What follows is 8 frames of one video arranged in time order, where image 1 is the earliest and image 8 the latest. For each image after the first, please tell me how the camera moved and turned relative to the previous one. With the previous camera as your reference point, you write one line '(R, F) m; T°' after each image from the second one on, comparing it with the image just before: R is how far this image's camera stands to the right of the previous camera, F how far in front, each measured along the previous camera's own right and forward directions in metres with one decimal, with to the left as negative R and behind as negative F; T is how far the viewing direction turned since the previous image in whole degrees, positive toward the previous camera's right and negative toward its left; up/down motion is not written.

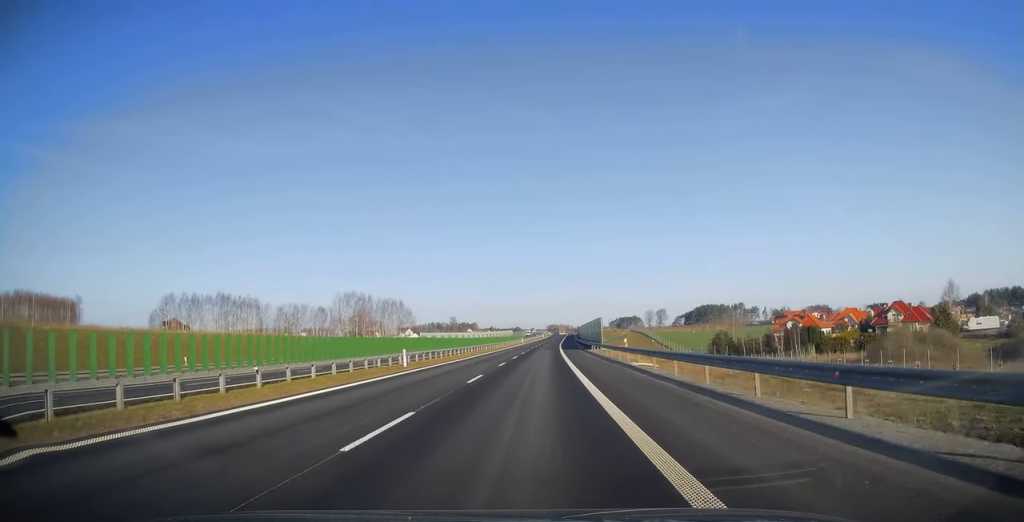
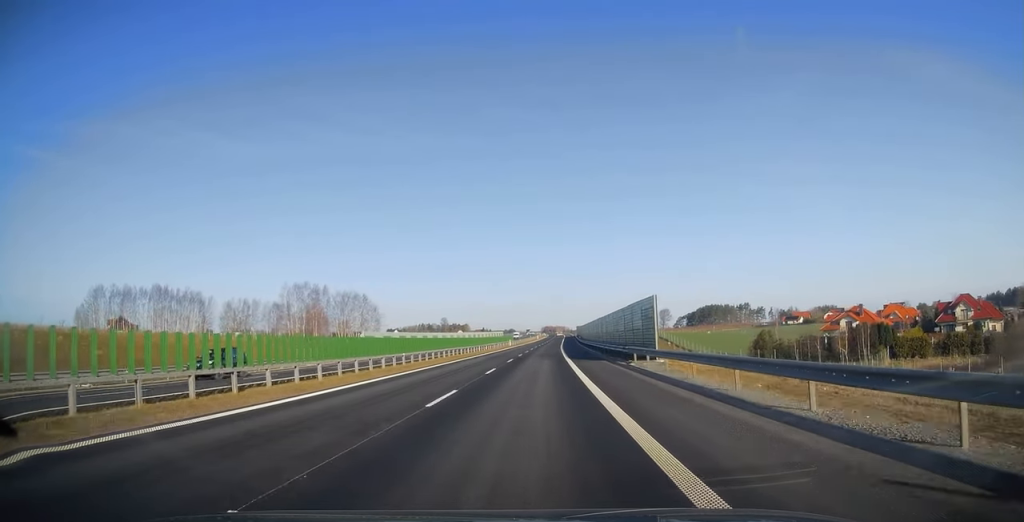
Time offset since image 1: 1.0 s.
(0.0, +30.6) m; +1°
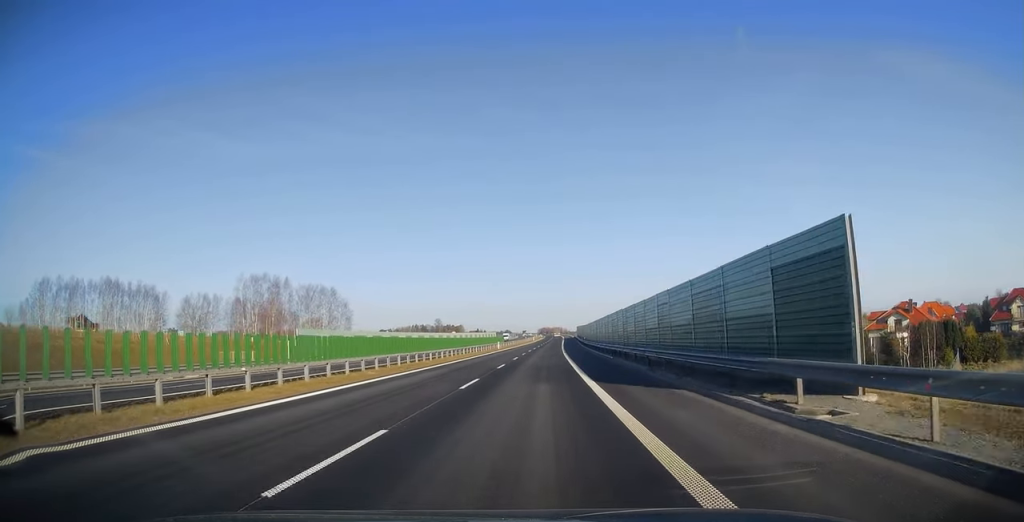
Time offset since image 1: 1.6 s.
(+0.3, +19.4) m; 0°
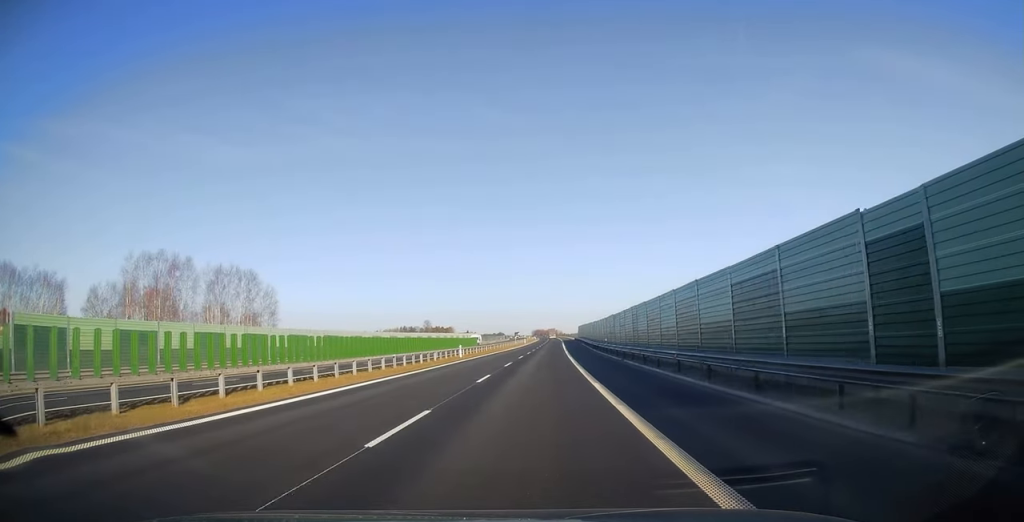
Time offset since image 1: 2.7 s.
(-0.1, +33.1) m; 0°
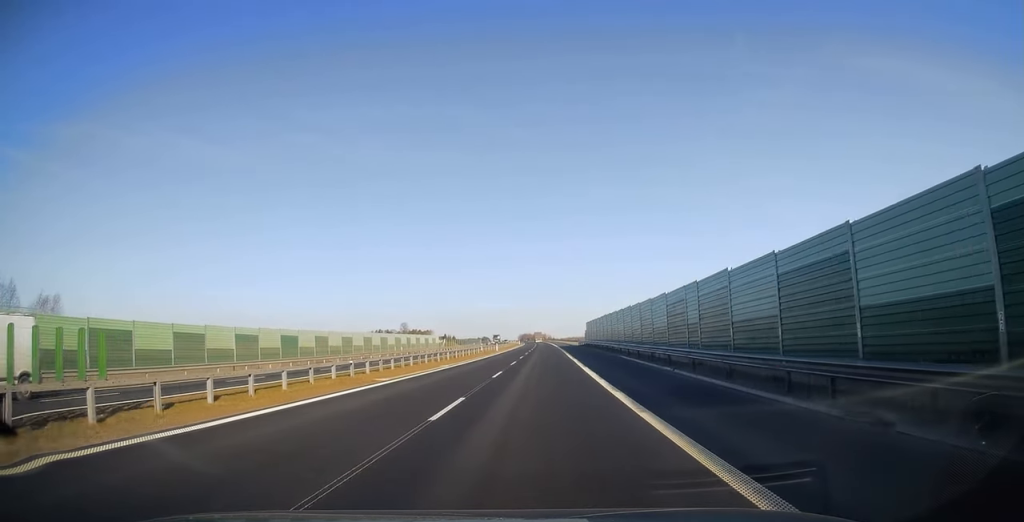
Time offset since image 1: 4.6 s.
(+0.7, +57.1) m; +1°
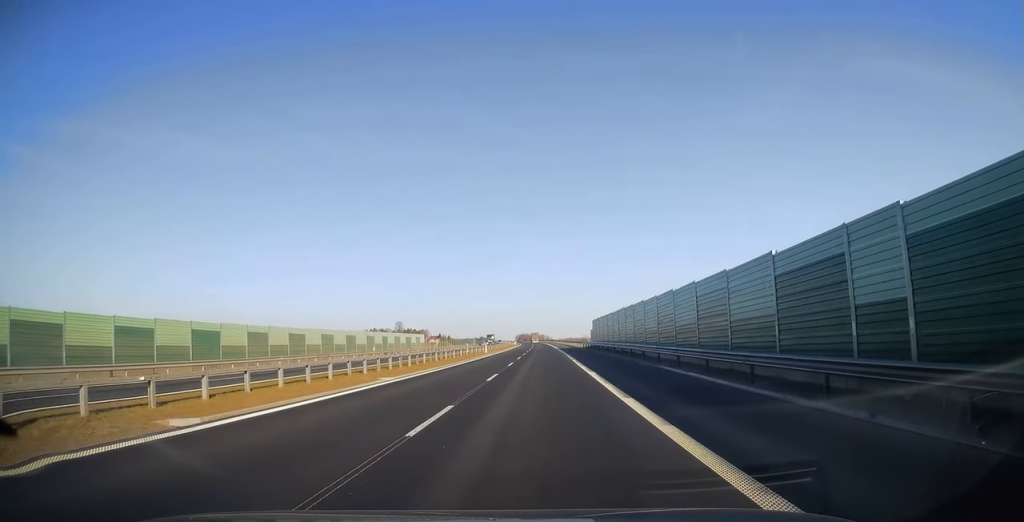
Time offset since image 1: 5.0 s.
(0.0, +13.7) m; 0°
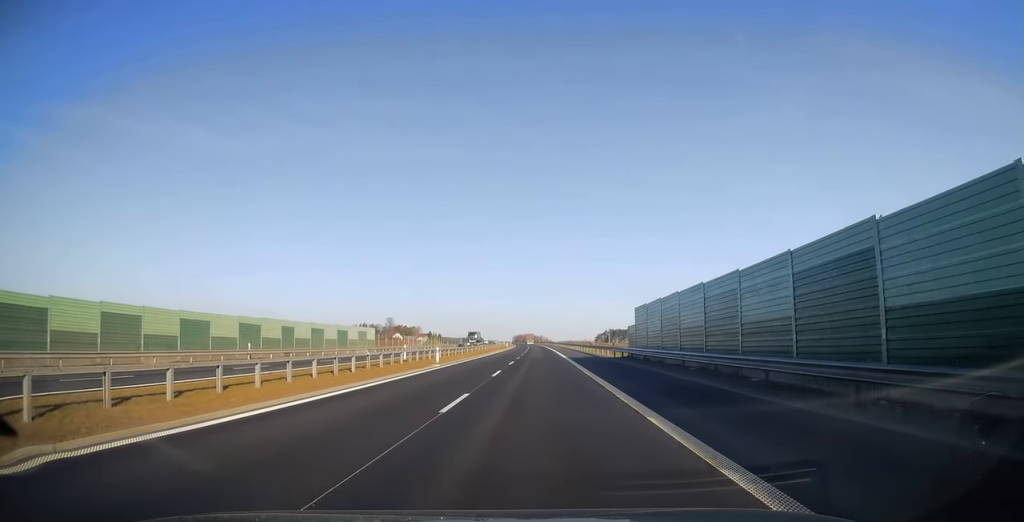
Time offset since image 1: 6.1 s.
(+0.1, +32.9) m; +1°
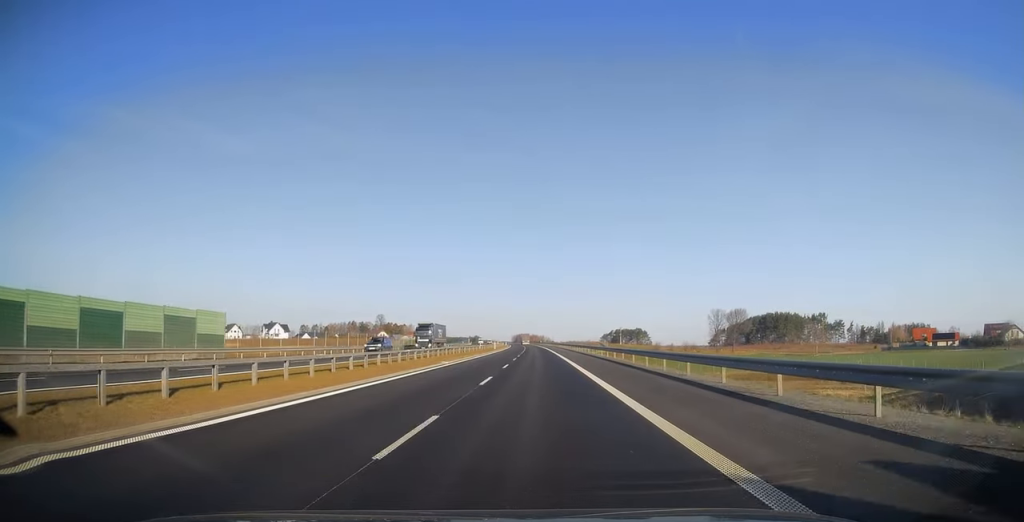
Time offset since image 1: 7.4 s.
(+0.1, +40.6) m; 0°
